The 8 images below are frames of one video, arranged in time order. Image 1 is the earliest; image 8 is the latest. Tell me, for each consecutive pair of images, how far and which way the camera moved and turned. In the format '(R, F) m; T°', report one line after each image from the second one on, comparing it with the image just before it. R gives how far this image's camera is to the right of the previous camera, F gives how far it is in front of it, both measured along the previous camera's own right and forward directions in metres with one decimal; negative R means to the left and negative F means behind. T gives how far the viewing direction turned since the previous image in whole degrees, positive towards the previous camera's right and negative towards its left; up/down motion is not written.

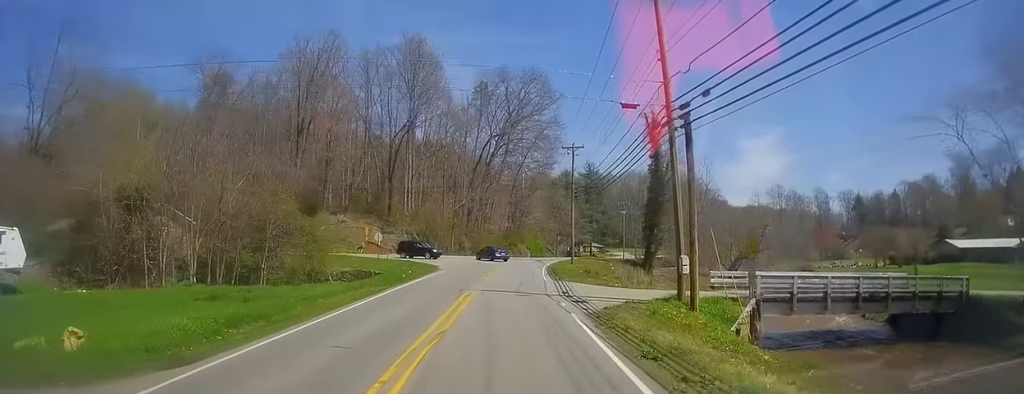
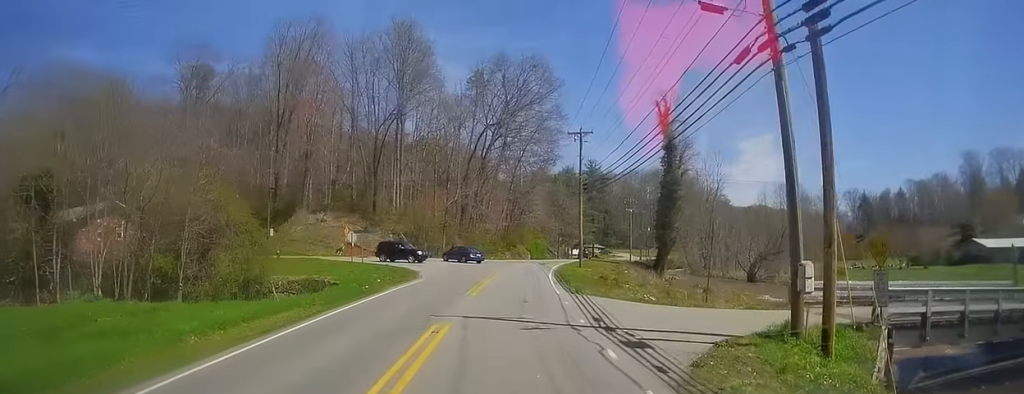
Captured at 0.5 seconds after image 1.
(+0.2, +9.1) m; +1°
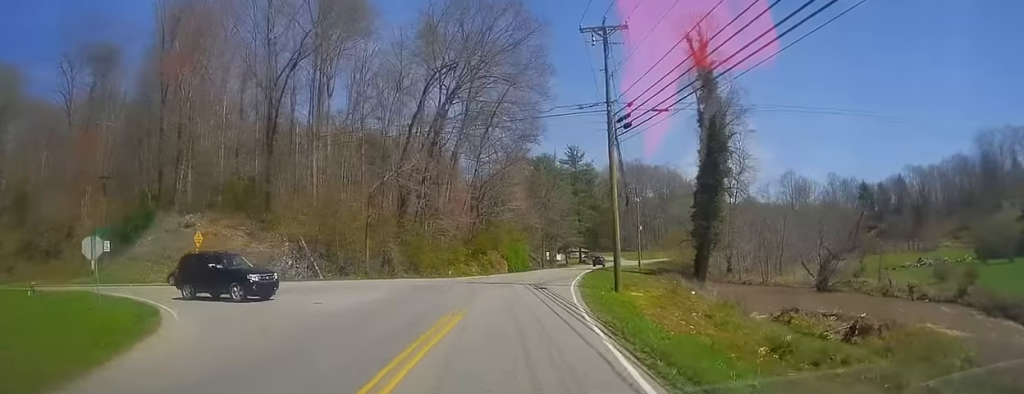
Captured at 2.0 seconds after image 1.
(-0.5, +29.2) m; 0°
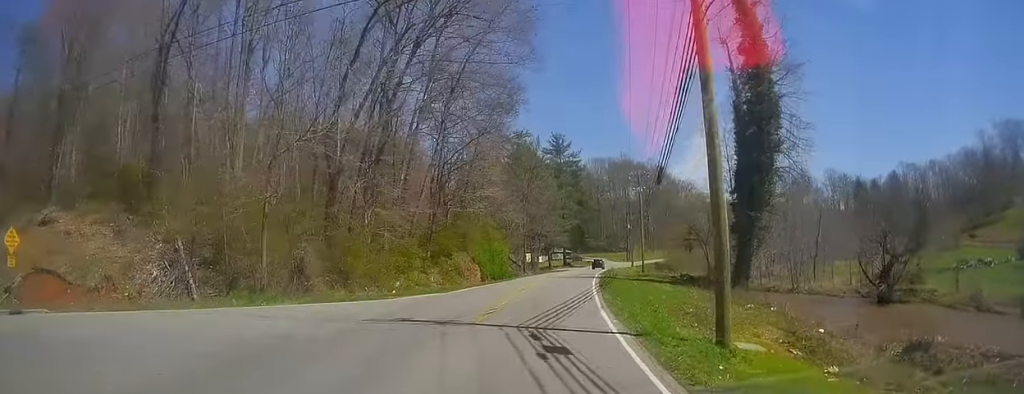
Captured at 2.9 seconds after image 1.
(+0.3, +16.2) m; +3°
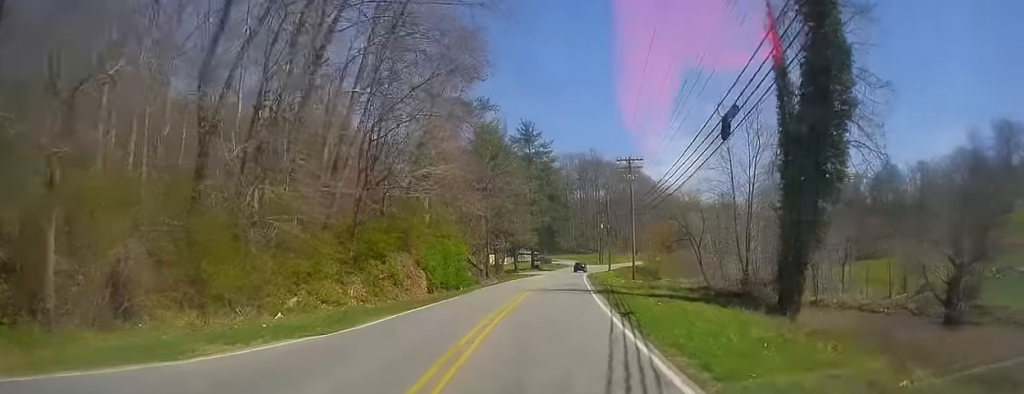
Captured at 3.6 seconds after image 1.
(+0.3, +13.7) m; +4°
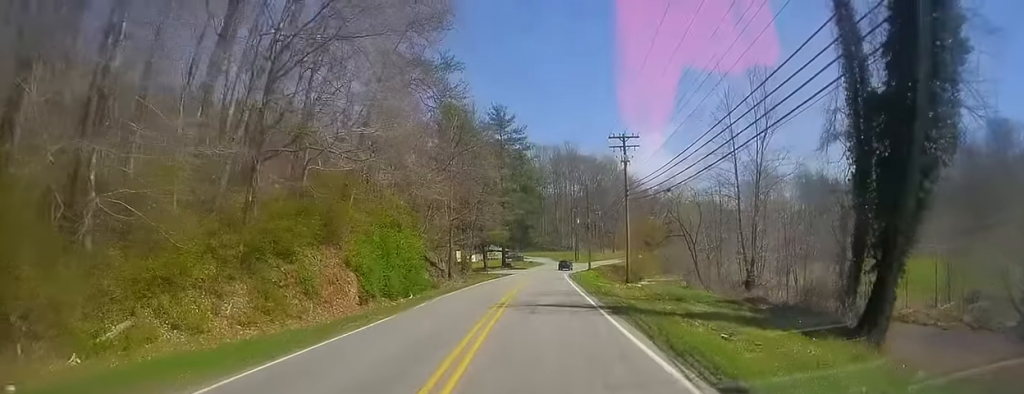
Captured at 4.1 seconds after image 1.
(+0.4, +10.6) m; +3°
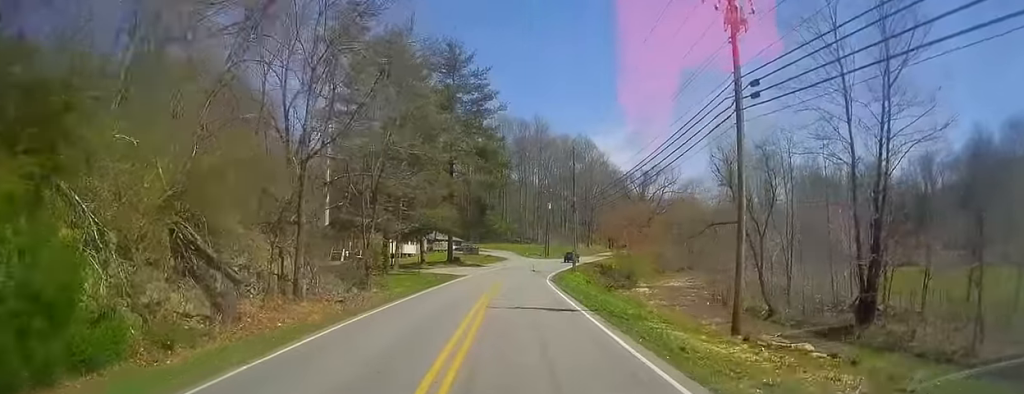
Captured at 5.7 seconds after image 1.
(+1.3, +30.2) m; +3°
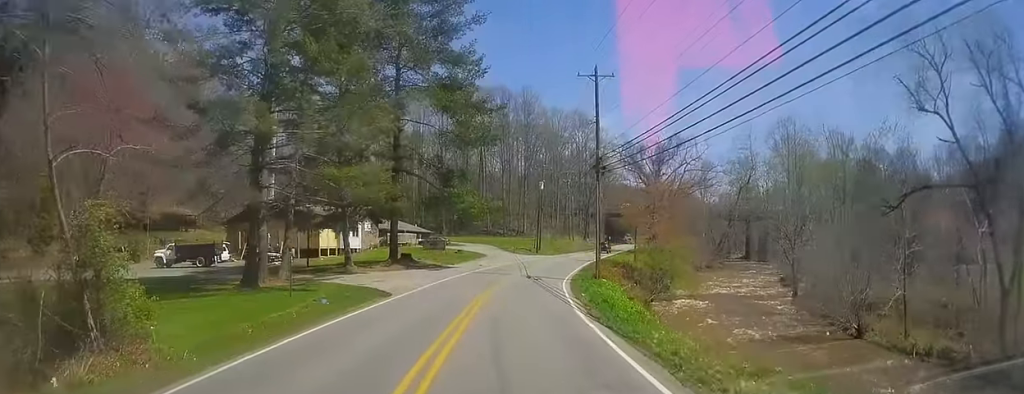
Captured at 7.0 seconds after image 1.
(+0.2, +26.9) m; +2°
